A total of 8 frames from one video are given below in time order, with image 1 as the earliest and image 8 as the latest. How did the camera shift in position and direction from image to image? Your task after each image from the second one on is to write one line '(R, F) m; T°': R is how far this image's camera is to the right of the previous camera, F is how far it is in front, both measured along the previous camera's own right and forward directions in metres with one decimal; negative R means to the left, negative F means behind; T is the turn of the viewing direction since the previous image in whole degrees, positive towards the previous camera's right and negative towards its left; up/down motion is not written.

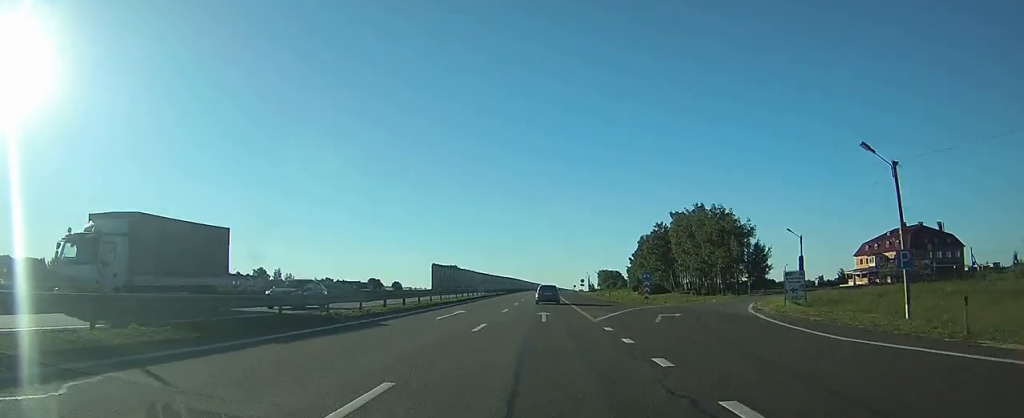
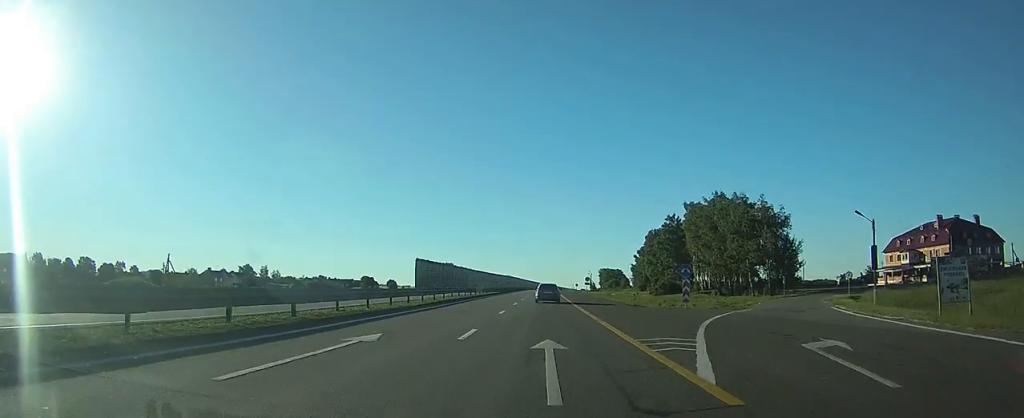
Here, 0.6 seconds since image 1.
(0.0, +14.9) m; 0°
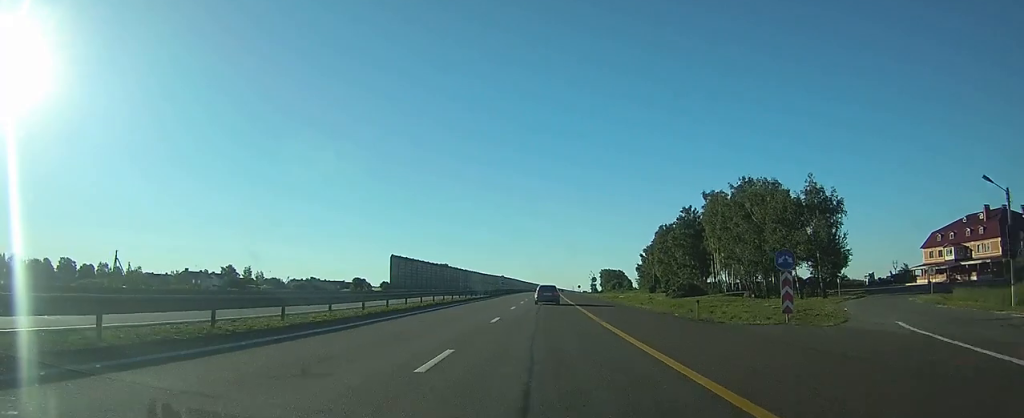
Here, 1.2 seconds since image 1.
(0.0, +16.6) m; 0°
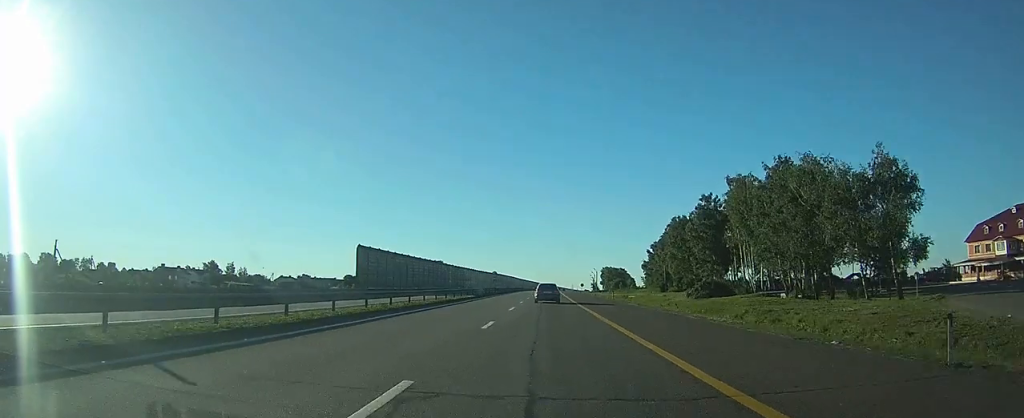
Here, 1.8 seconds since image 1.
(0.0, +15.8) m; 0°
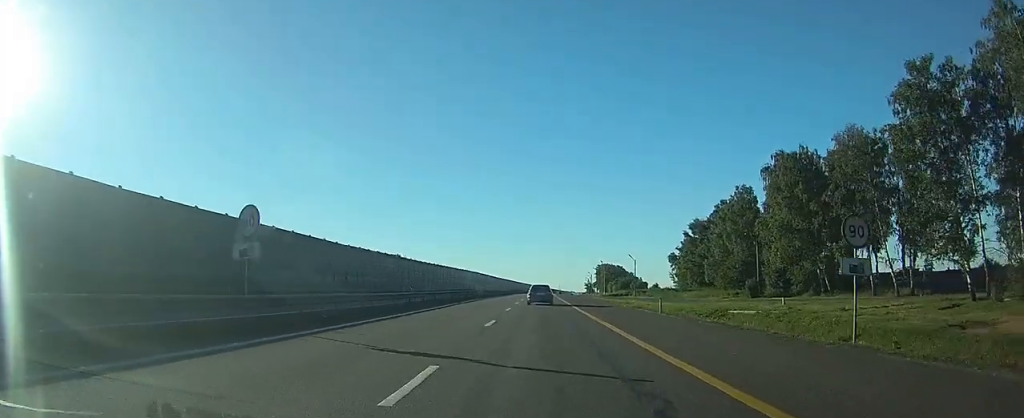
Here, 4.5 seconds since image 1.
(+0.9, +69.7) m; +2°
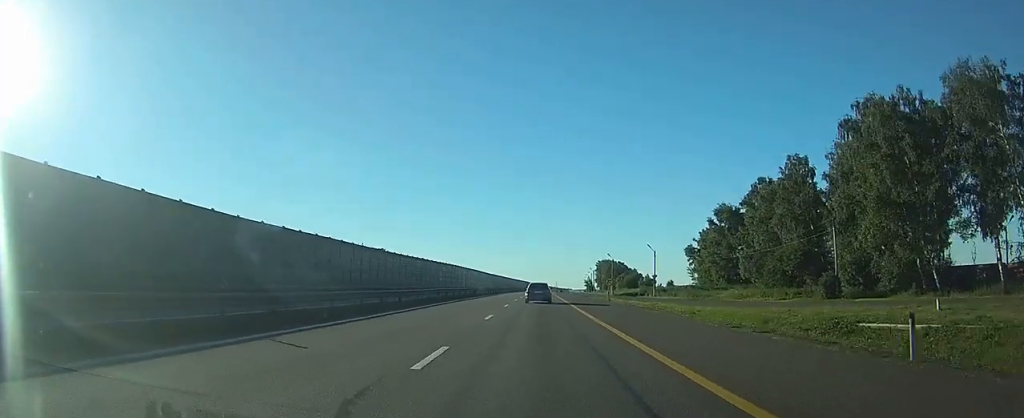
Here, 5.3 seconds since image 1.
(+0.1, +21.6) m; 0°
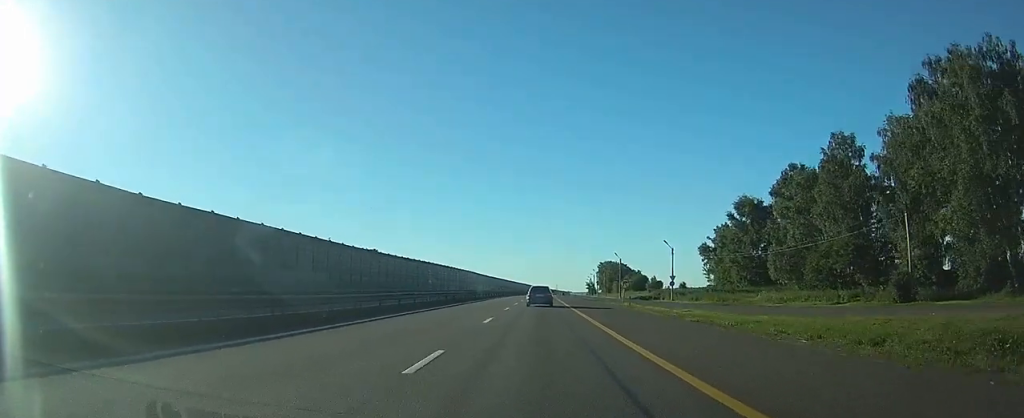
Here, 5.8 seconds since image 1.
(0.0, +12.0) m; 0°
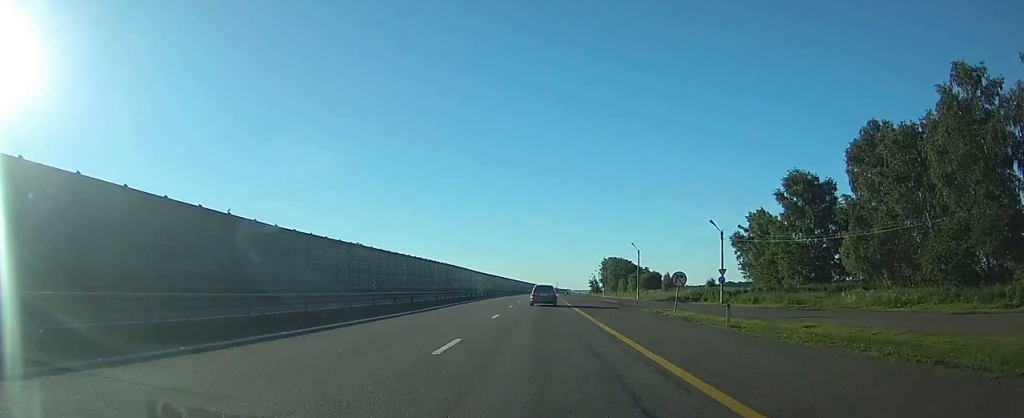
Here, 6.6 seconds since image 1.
(0.0, +21.4) m; 0°
